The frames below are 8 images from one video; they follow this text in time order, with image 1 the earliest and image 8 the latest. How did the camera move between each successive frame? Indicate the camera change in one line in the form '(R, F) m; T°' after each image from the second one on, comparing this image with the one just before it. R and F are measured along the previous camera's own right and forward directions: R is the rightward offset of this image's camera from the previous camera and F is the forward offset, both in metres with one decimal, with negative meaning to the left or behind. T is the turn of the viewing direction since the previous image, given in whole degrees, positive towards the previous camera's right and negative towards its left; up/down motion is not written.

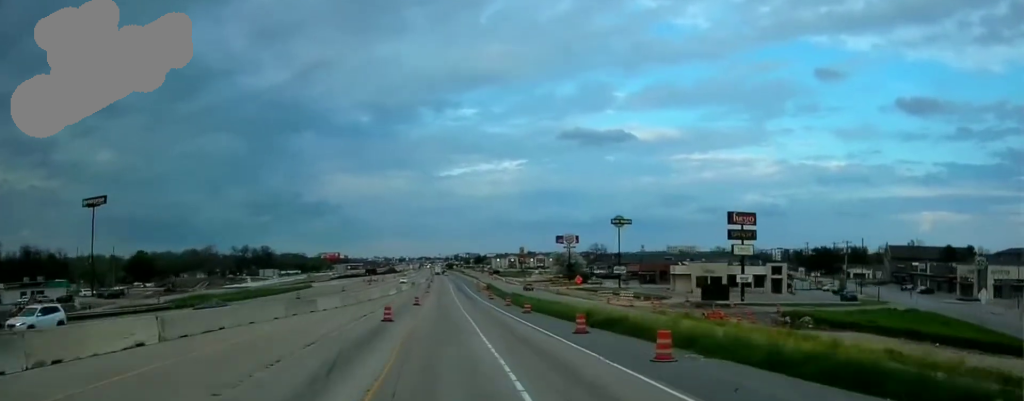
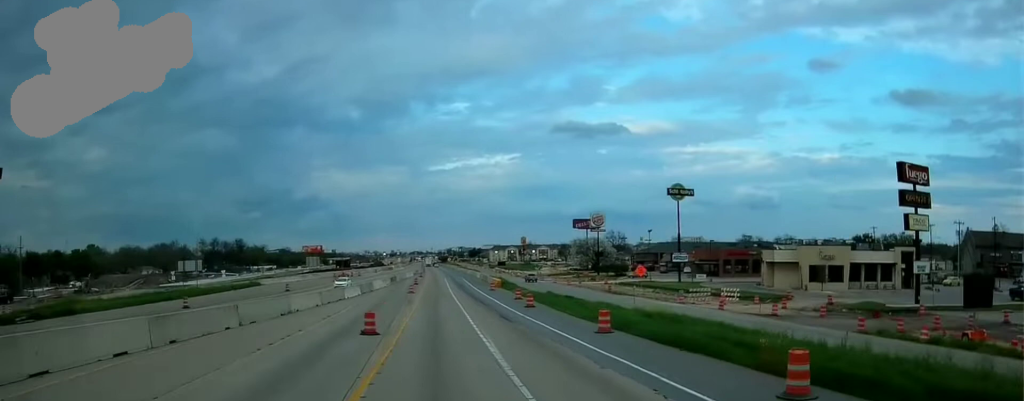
(+0.1, +39.0) m; +1°
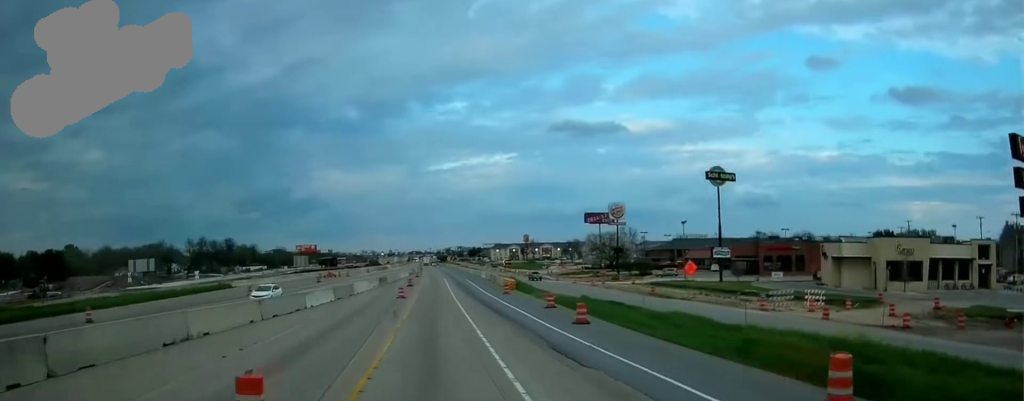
(+0.2, +14.9) m; 0°
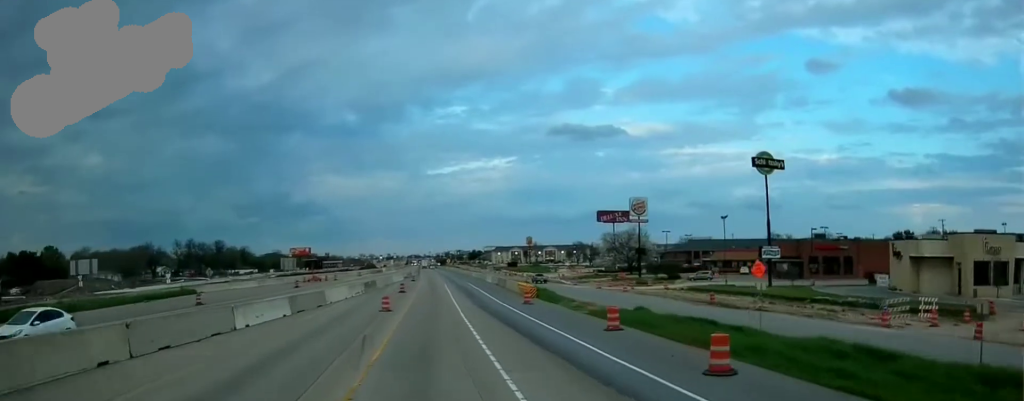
(+0.5, +14.0) m; 0°
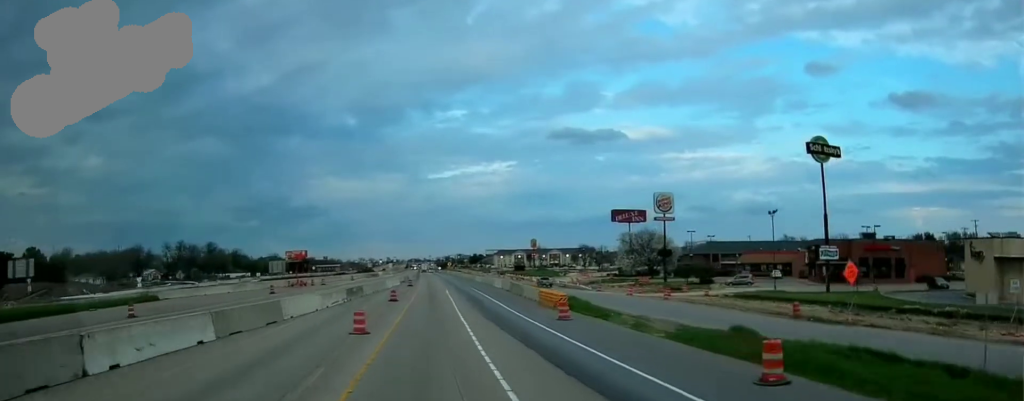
(0.0, +12.2) m; 0°
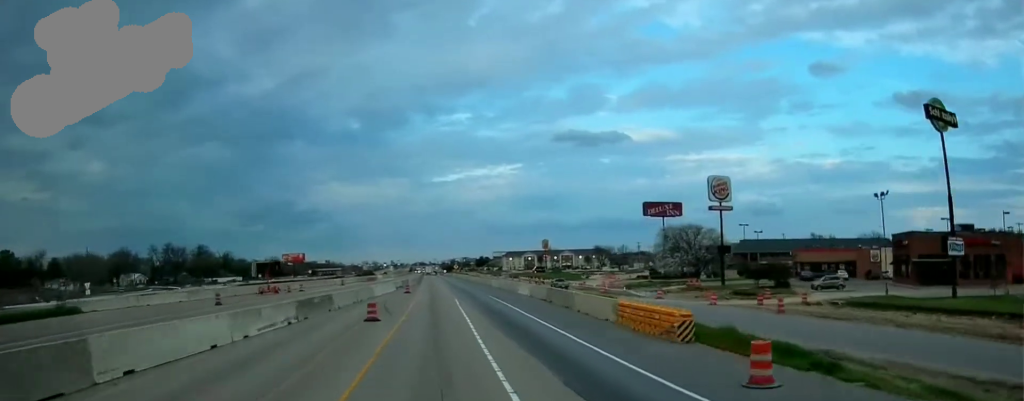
(-0.6, +19.7) m; 0°
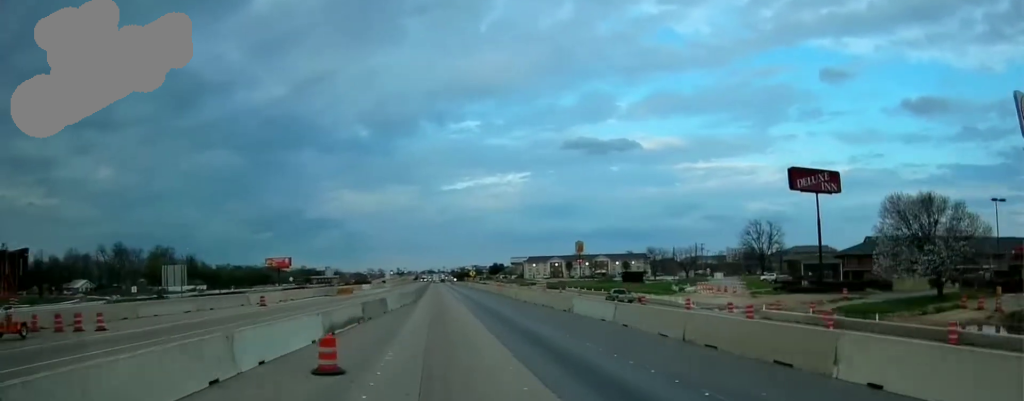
(+0.1, +49.2) m; -1°
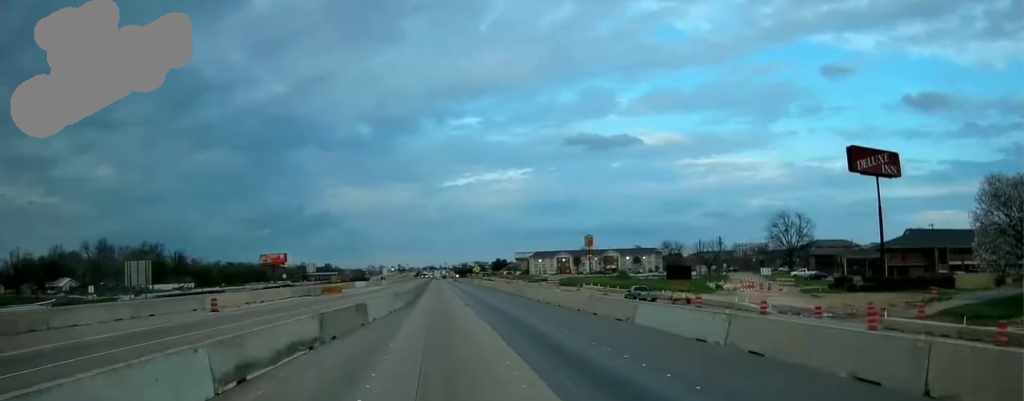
(-0.1, +12.3) m; -1°
